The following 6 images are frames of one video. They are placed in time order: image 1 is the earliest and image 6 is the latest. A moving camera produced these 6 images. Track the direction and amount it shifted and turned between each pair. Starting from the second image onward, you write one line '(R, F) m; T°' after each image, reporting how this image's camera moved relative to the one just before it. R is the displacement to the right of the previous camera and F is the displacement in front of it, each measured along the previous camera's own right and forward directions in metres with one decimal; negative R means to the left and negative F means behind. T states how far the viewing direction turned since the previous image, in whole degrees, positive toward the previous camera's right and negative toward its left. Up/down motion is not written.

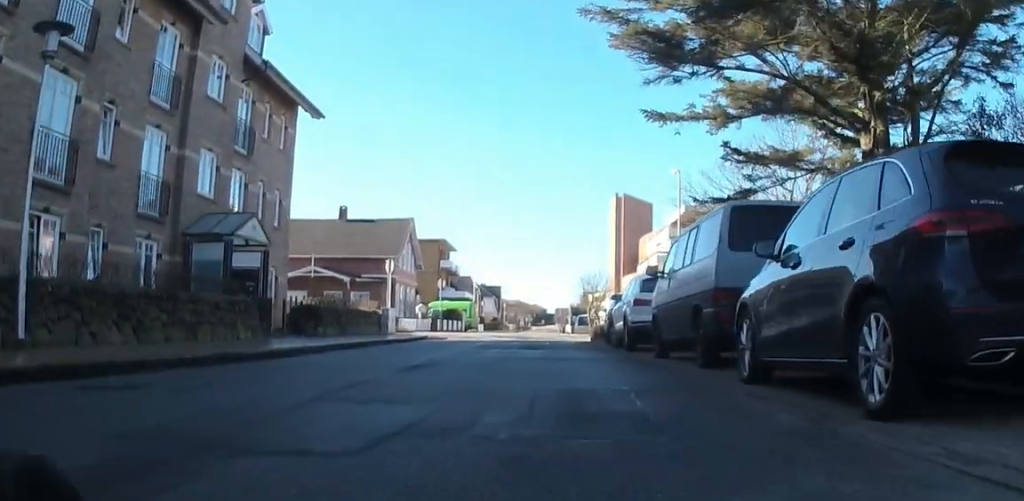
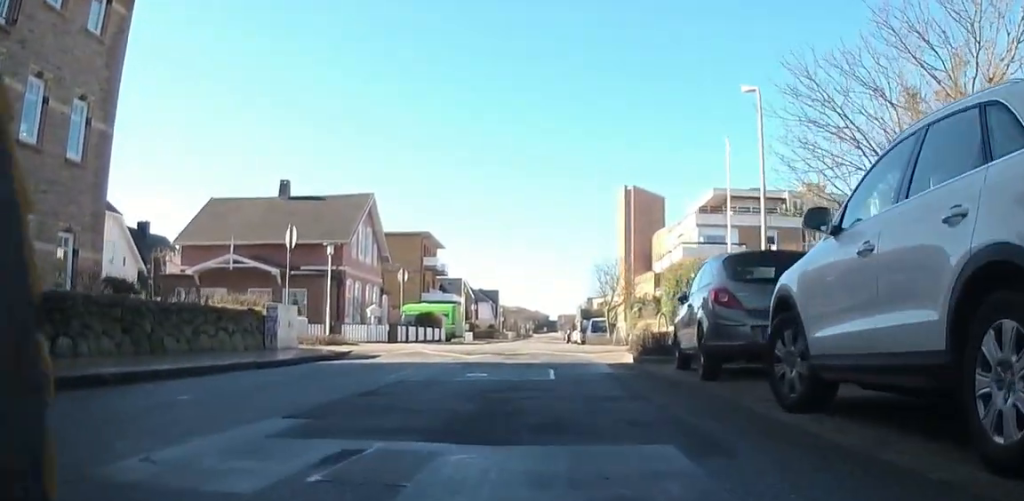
(+1.7, +13.1) m; -1°
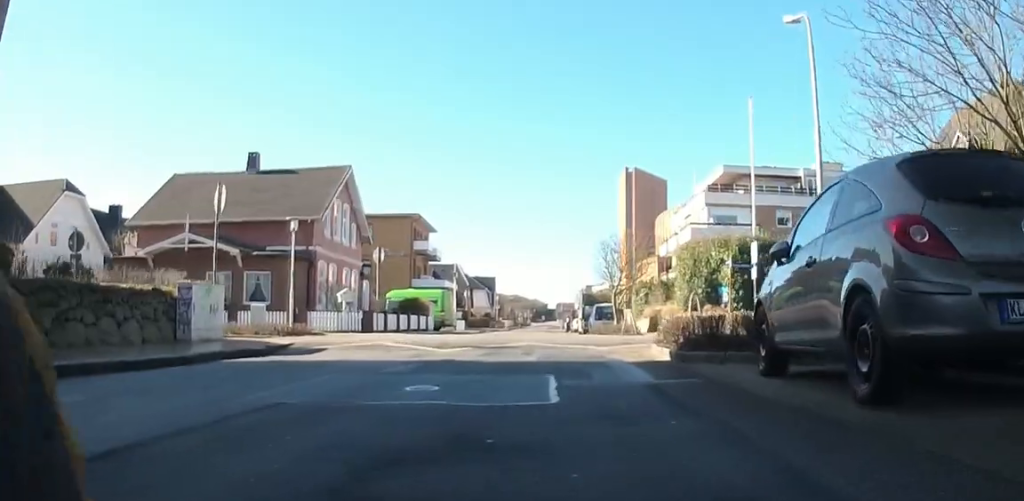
(-0.3, +4.8) m; -4°
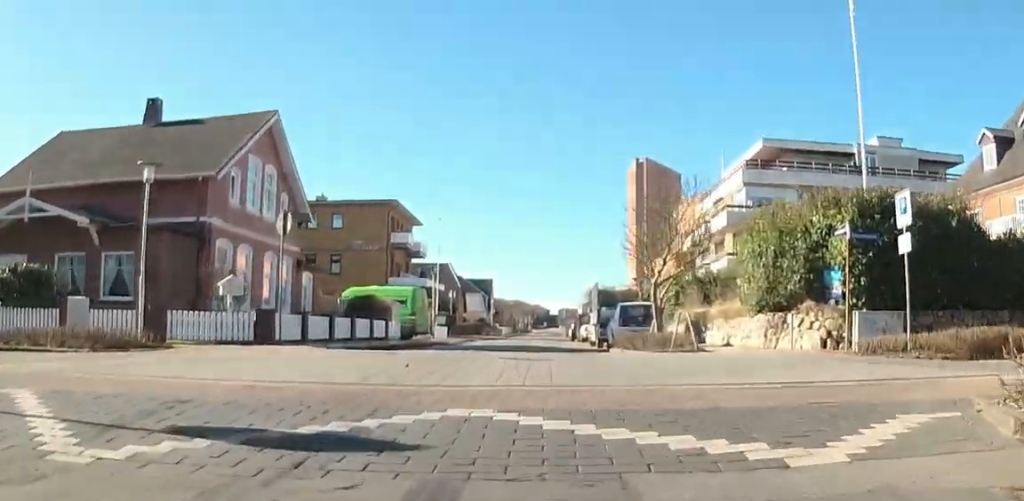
(0.0, +11.6) m; 0°
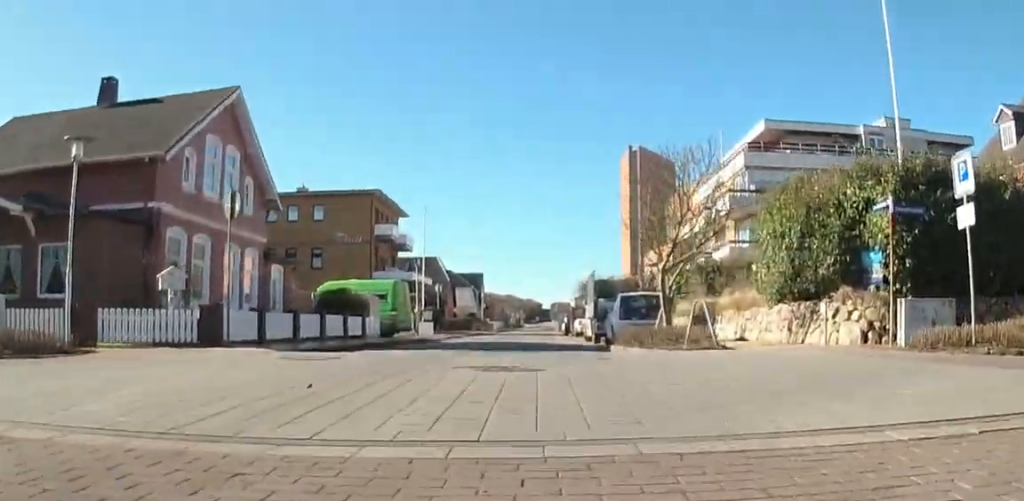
(0.0, +2.8) m; 0°
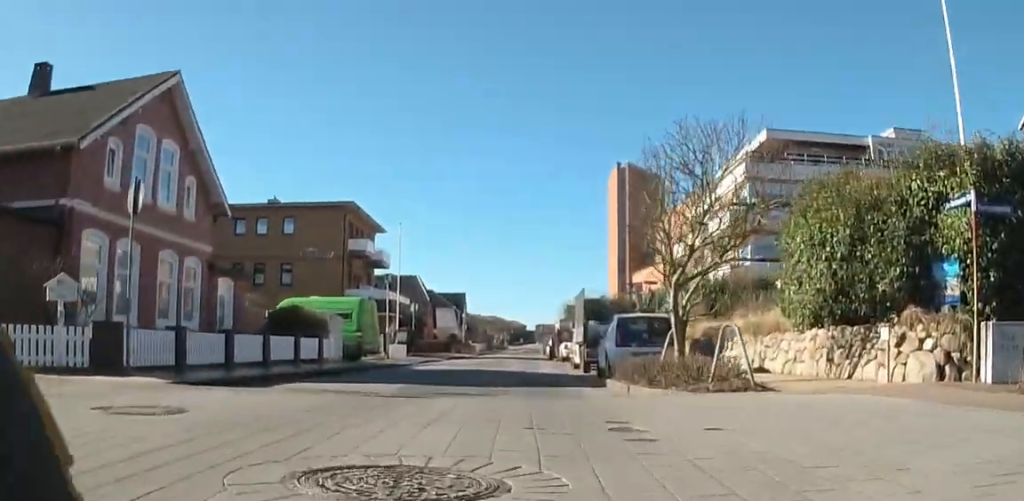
(0.0, +3.7) m; 0°
